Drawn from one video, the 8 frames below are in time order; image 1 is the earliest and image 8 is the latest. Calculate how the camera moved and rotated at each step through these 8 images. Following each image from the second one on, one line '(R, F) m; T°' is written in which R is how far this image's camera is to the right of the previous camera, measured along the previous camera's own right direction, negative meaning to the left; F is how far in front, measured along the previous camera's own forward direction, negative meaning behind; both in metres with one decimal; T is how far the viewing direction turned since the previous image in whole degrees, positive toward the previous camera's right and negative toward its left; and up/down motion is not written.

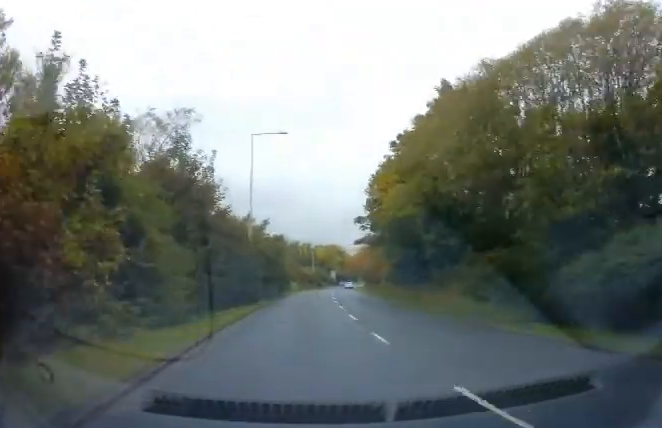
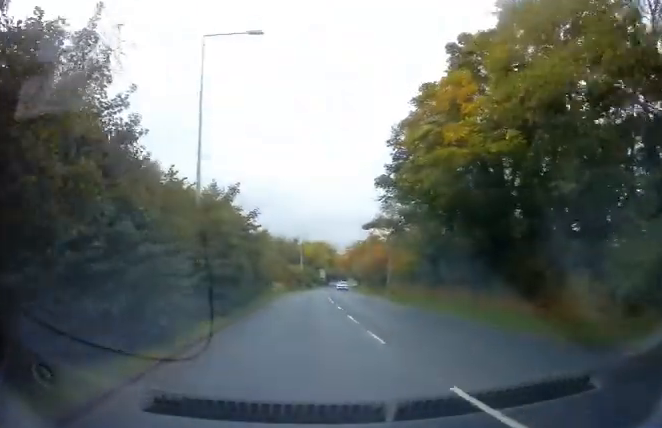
(+0.4, +12.5) m; +3°
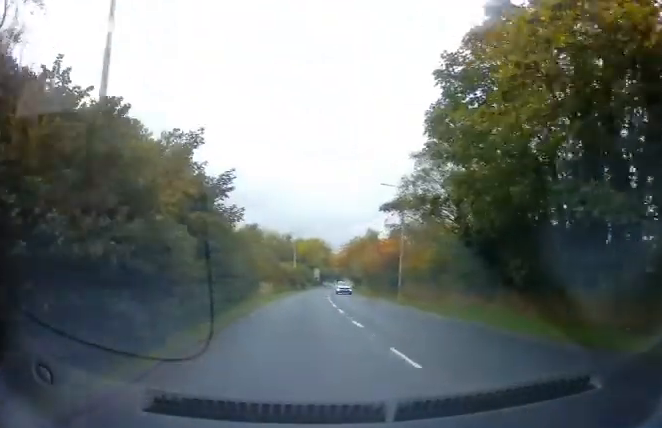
(+0.1, +8.3) m; +1°
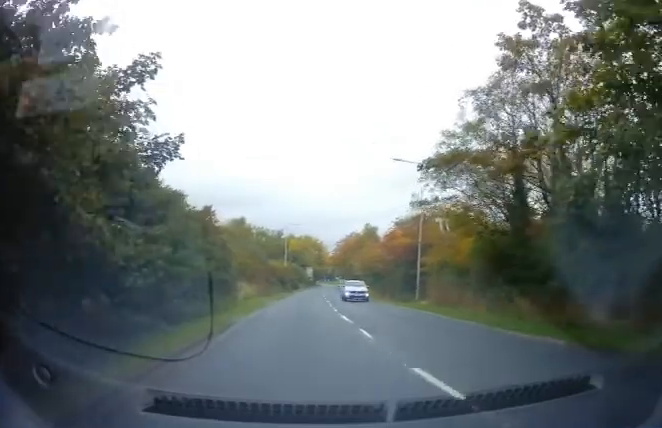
(0.0, +8.7) m; +1°
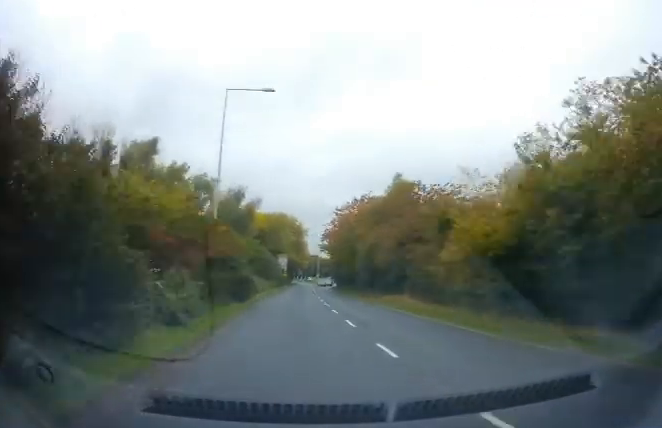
(+0.8, +45.6) m; +5°
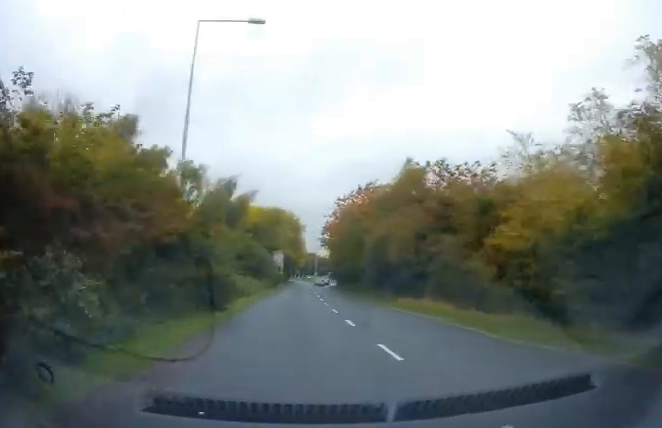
(0.0, +6.8) m; -1°
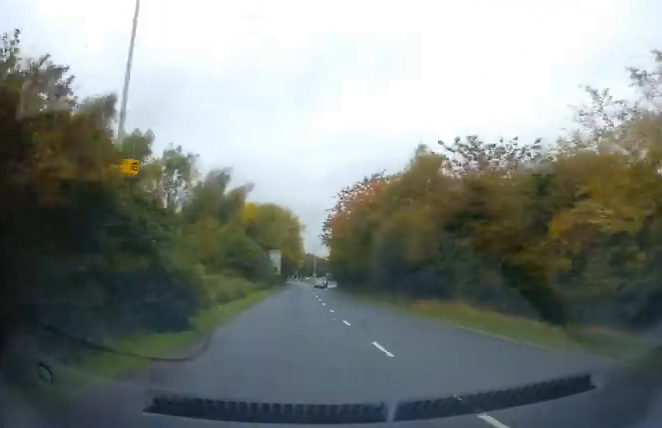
(0.0, +6.2) m; -1°
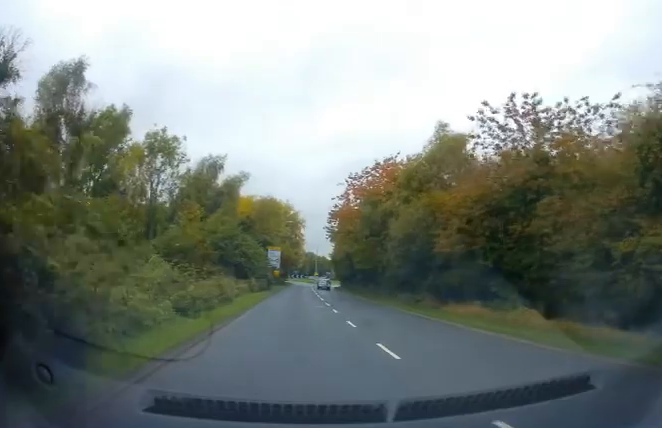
(-0.1, +6.6) m; 0°
